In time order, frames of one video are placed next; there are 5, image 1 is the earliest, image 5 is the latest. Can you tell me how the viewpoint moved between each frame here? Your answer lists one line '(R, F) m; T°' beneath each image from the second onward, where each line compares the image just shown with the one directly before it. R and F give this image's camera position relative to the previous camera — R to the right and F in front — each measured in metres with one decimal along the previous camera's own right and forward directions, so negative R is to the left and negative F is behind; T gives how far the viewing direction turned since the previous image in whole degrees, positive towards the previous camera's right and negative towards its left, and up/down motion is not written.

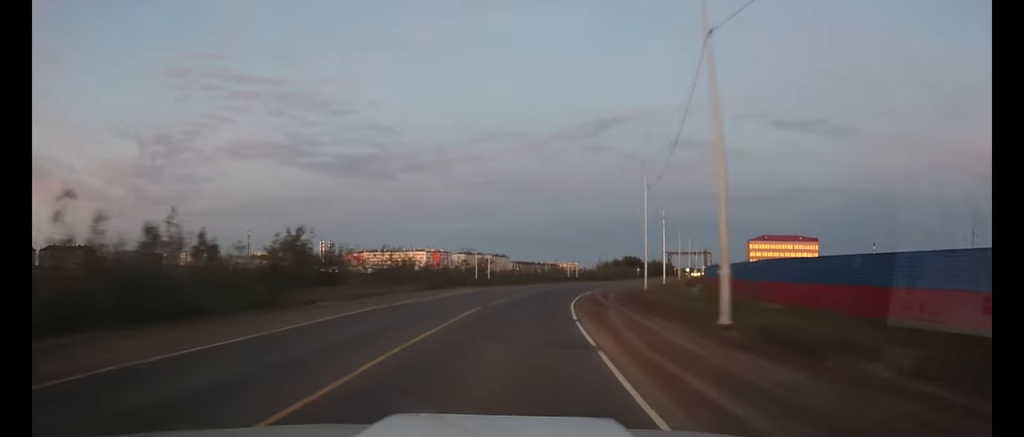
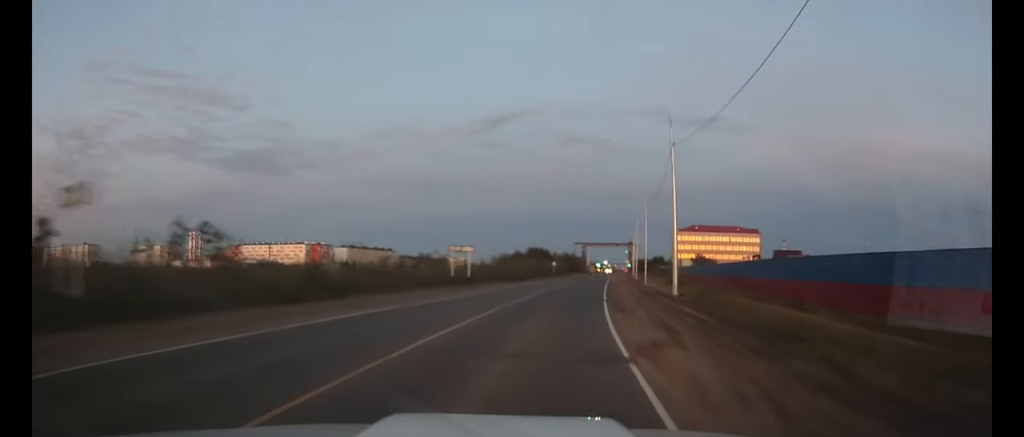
(+3.5, +45.0) m; +11°
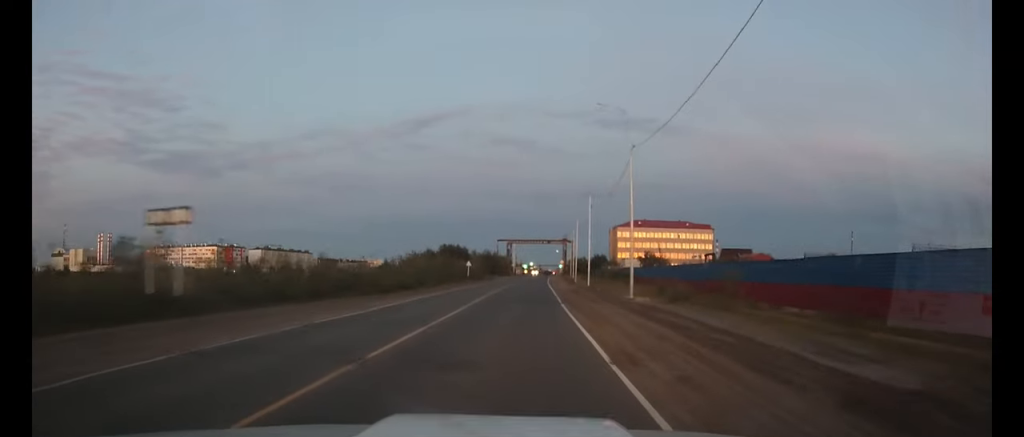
(+2.3, +31.0) m; +6°
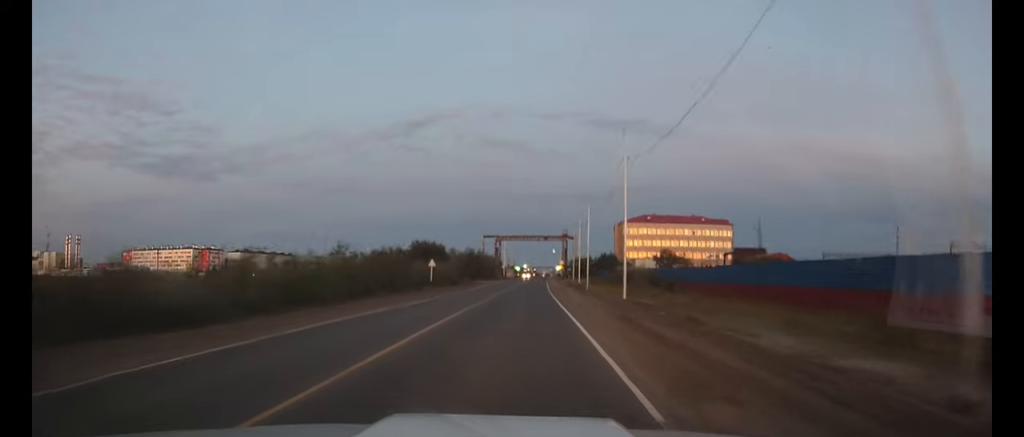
(+0.3, +27.4) m; +1°
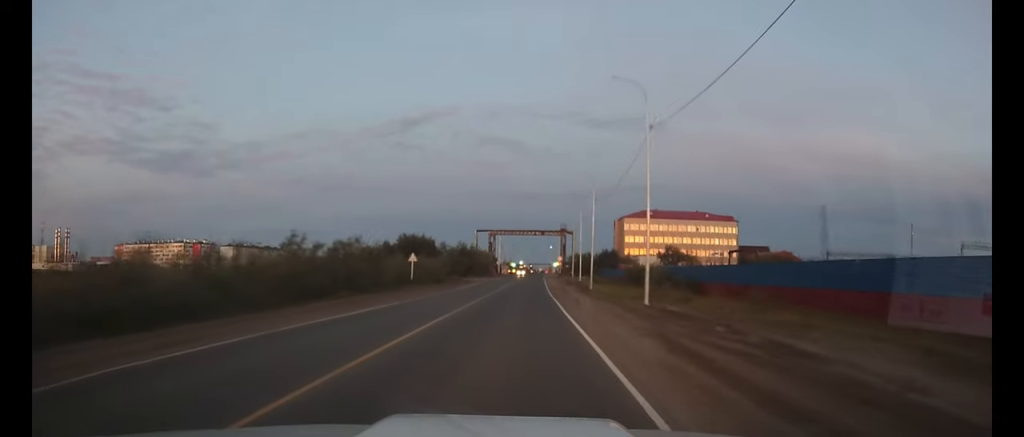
(0.0, +7.9) m; 0°
